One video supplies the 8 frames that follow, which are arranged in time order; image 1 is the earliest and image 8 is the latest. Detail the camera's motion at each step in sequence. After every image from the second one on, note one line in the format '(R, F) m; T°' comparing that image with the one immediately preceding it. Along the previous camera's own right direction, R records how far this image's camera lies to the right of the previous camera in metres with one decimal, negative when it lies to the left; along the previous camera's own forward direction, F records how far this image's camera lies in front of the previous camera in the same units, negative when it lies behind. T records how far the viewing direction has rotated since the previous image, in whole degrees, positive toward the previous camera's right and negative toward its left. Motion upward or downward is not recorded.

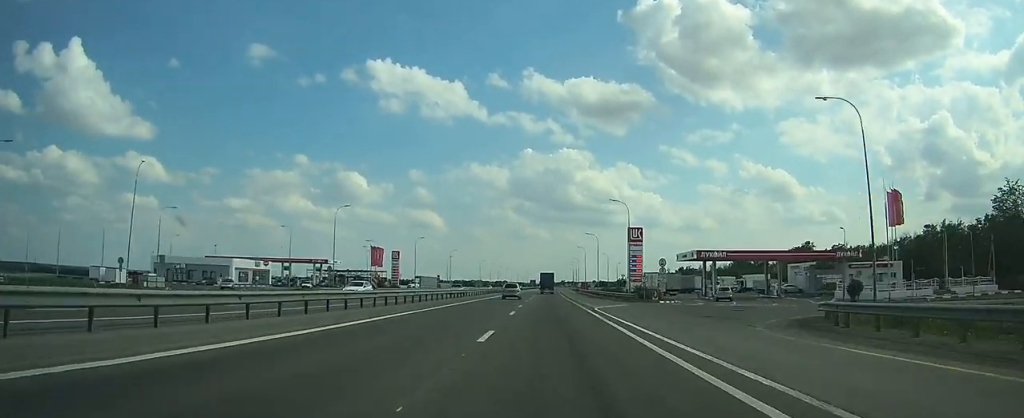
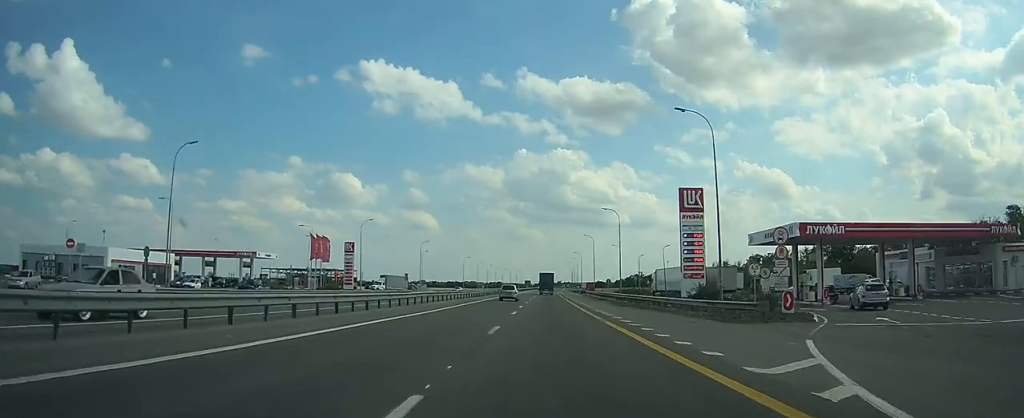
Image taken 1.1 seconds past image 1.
(+0.1, +30.5) m; 0°
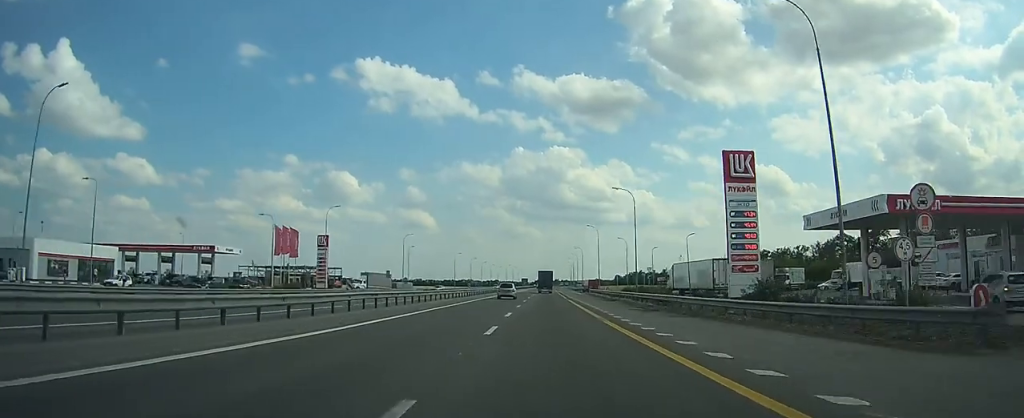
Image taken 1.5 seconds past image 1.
(0.0, +12.0) m; 0°
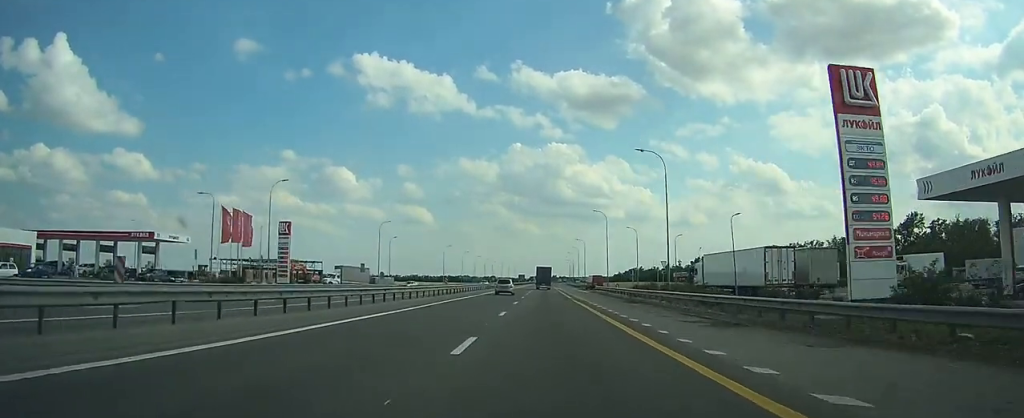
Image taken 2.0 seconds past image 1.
(0.0, +13.9) m; 0°
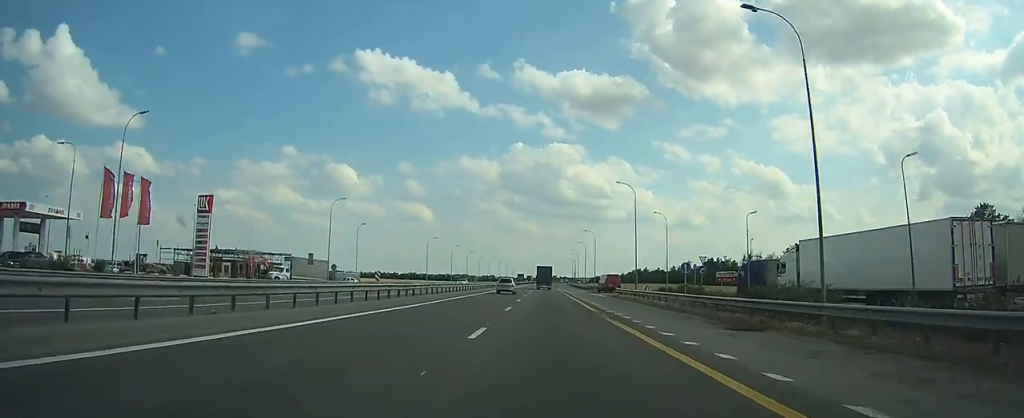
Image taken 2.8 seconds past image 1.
(0.0, +21.2) m; 0°
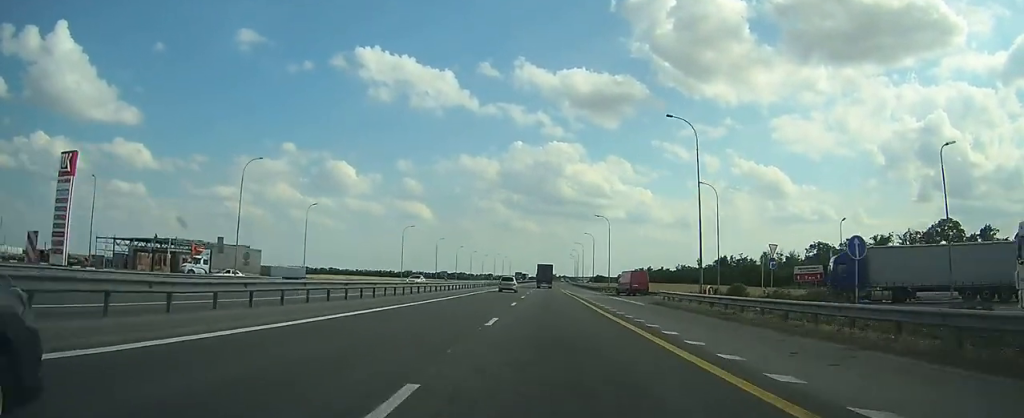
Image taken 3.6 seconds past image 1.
(+0.1, +21.2) m; 0°
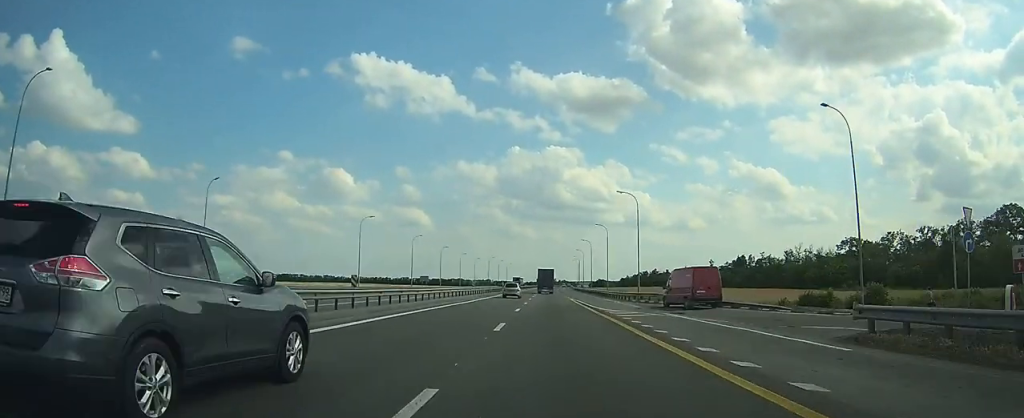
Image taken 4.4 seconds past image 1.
(0.0, +23.8) m; 0°
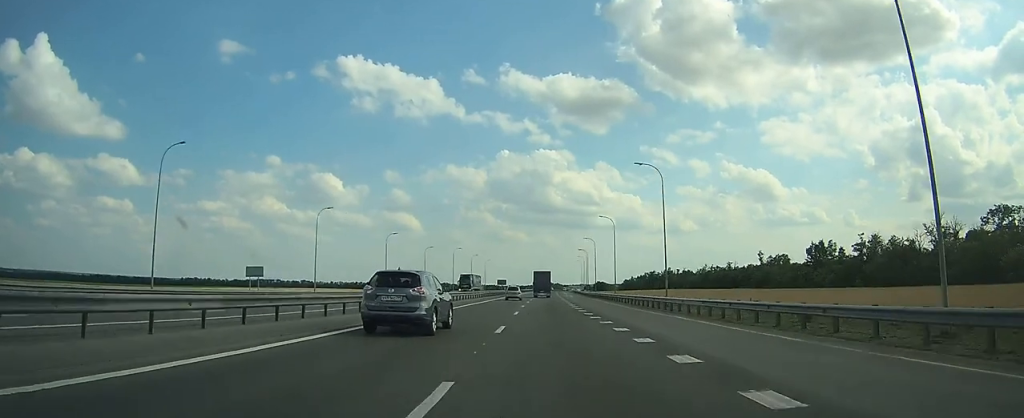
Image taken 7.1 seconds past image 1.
(+0.8, +71.1) m; +1°
